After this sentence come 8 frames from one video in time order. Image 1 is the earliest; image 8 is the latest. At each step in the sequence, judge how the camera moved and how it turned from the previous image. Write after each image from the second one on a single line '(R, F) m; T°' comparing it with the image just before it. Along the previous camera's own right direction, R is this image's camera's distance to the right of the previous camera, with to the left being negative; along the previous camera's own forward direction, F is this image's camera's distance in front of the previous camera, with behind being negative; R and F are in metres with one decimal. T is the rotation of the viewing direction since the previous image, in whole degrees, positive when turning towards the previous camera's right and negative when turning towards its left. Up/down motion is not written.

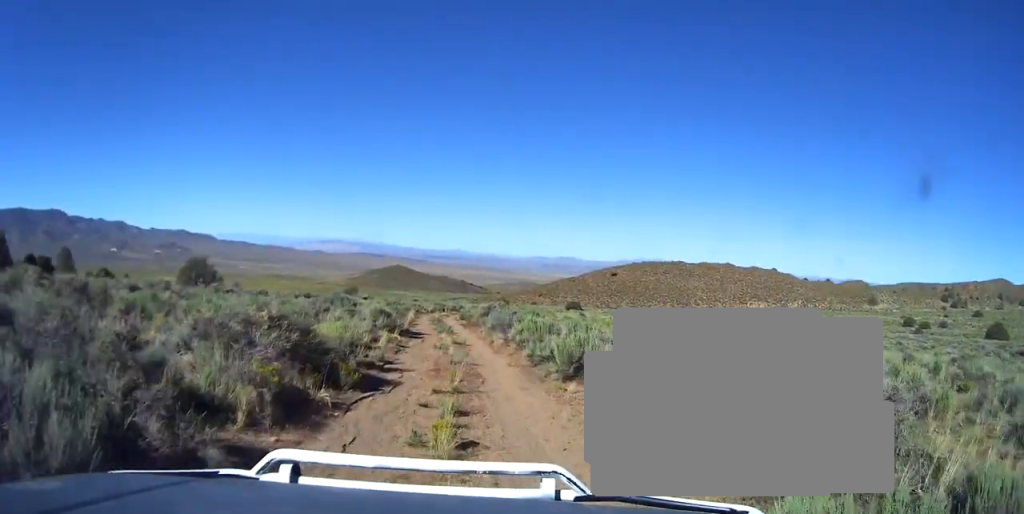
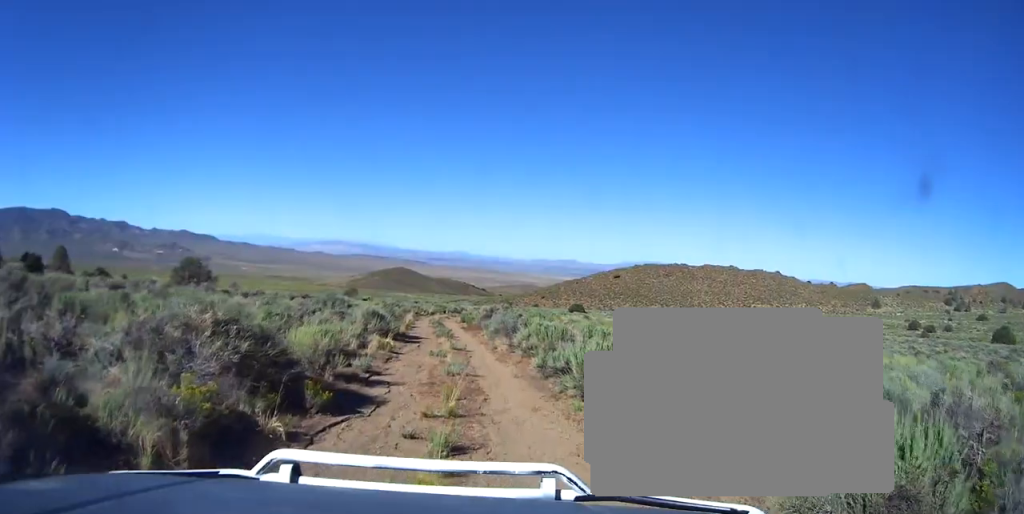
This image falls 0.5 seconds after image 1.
(+0.1, +2.1) m; 0°
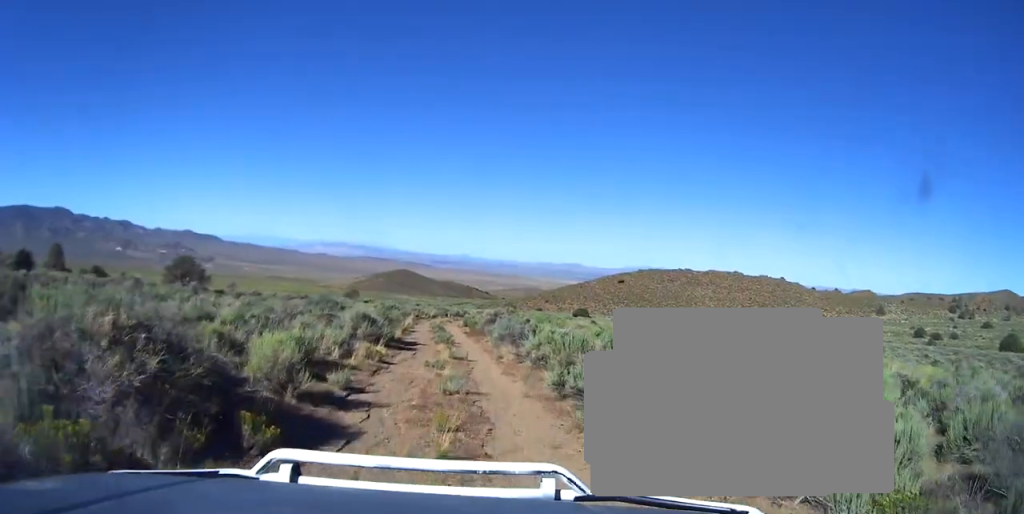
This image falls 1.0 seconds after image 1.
(0.0, +2.2) m; -1°
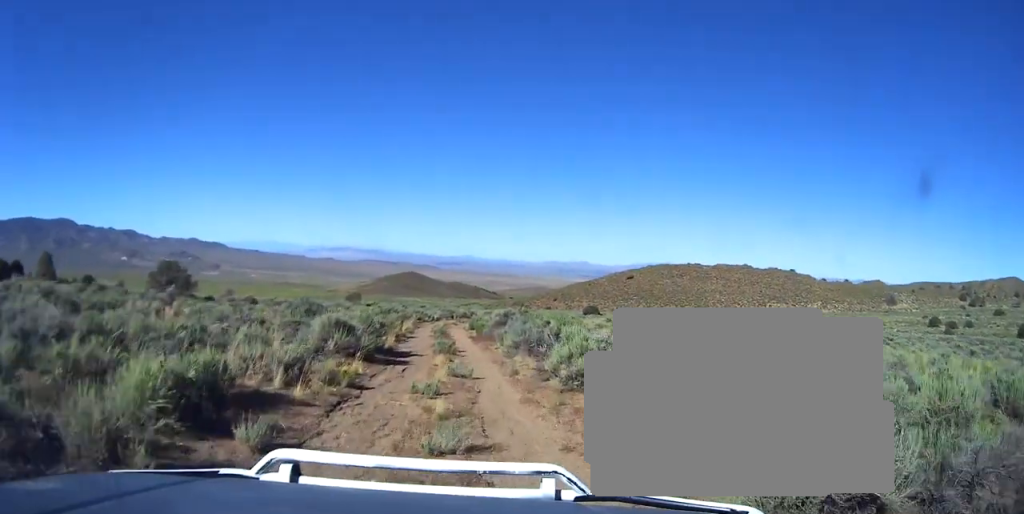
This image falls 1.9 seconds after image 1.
(-0.2, +4.2) m; -4°
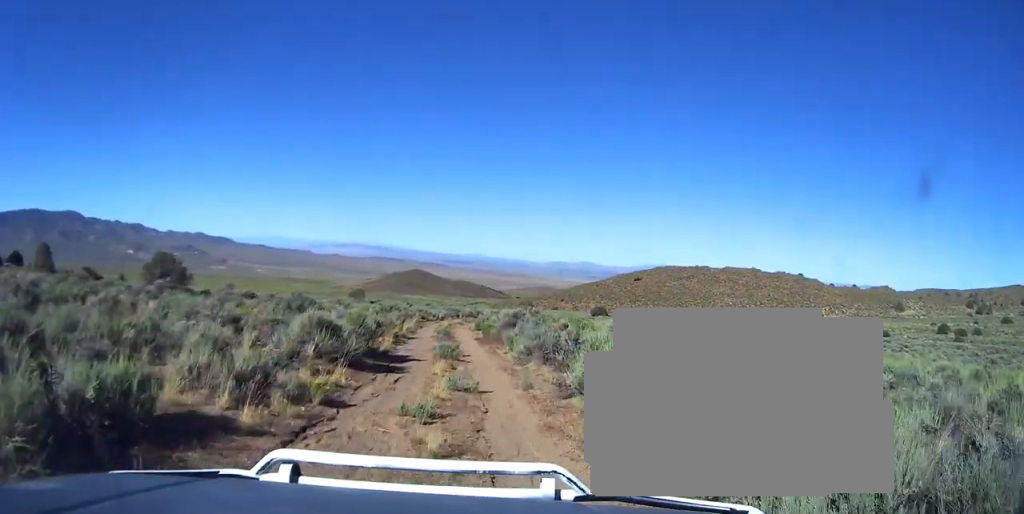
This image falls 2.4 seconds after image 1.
(-0.1, +2.1) m; 0°
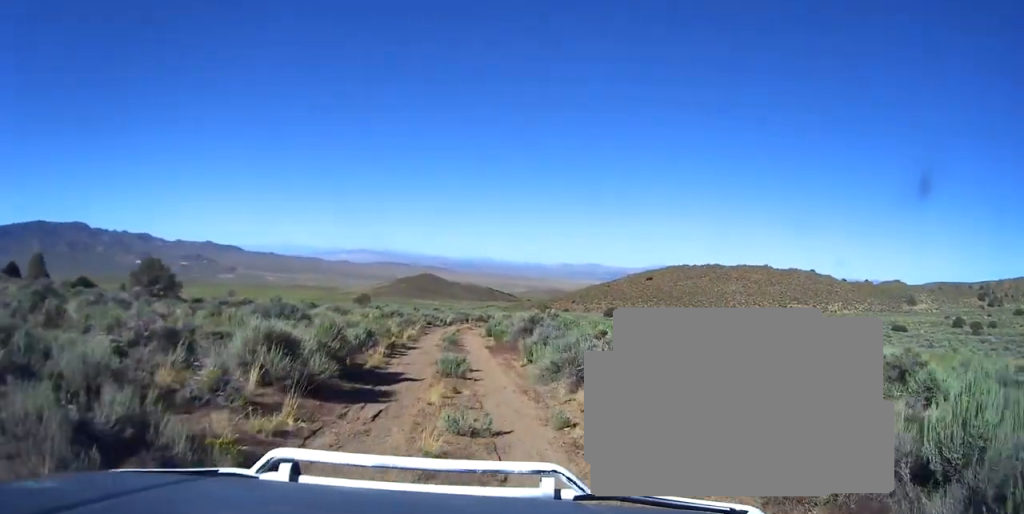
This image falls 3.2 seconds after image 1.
(0.0, +3.5) m; +1°
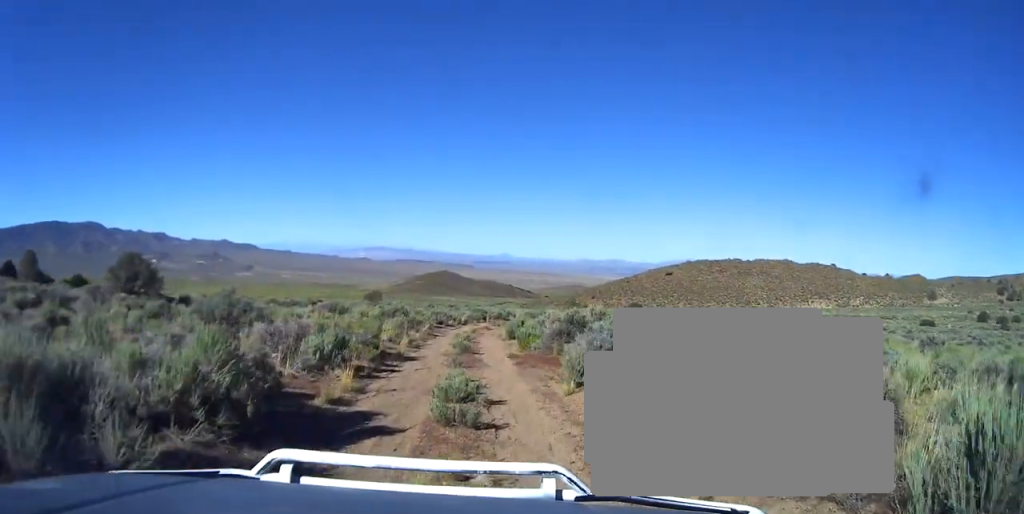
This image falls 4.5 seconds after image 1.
(+0.1, +5.6) m; +2°
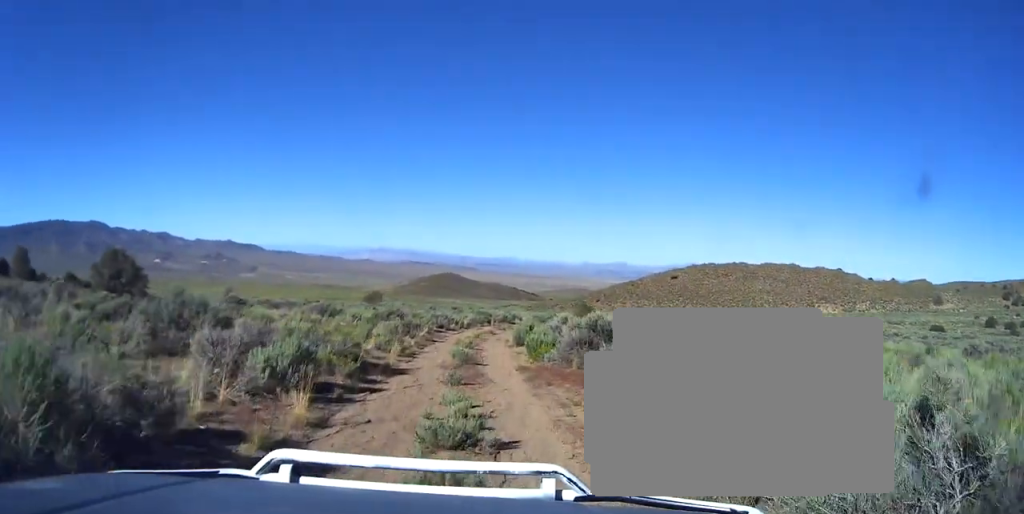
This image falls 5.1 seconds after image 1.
(0.0, +2.8) m; -1°
